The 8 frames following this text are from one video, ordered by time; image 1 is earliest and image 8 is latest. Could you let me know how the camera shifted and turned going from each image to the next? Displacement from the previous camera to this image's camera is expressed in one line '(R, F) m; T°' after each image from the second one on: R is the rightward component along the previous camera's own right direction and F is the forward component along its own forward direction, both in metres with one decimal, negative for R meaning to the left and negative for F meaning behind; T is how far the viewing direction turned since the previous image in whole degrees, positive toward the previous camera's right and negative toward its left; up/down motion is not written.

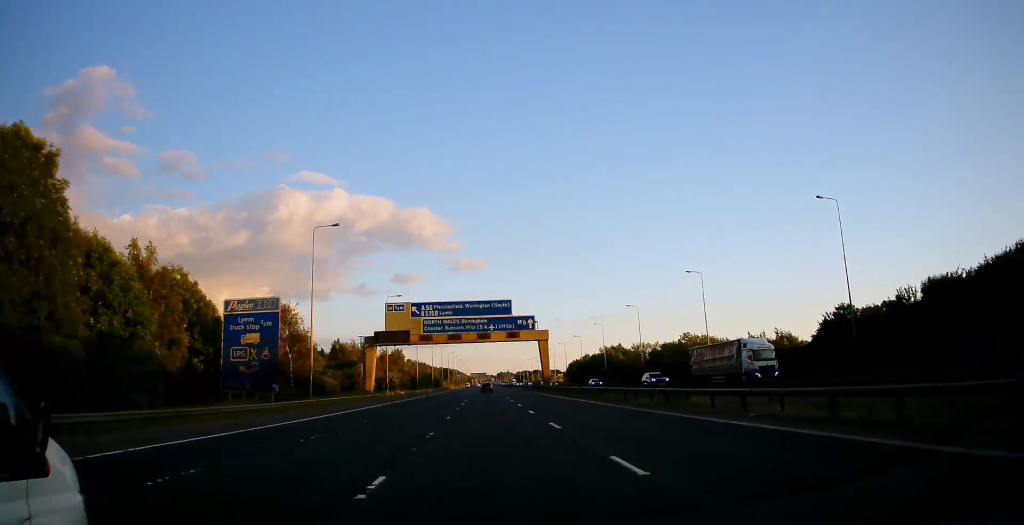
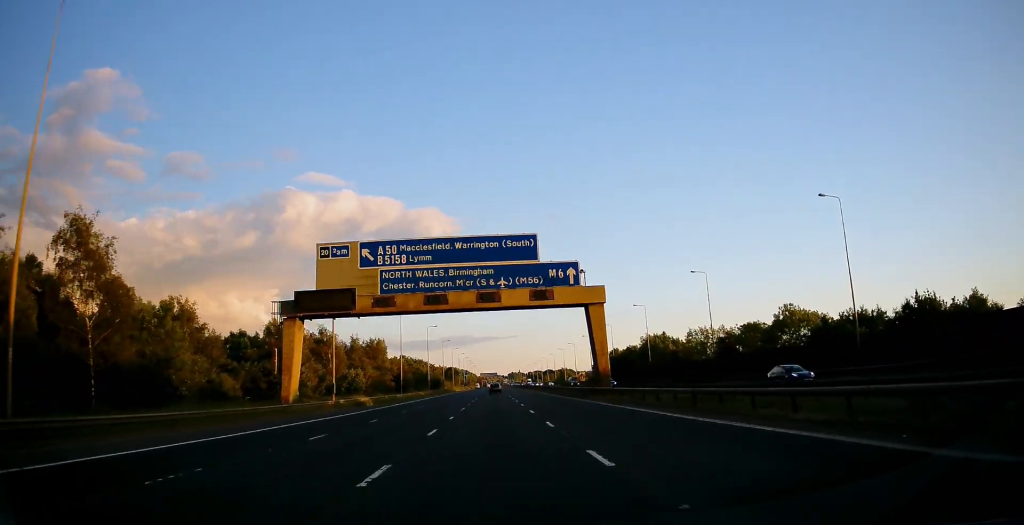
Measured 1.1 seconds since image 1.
(-0.2, +34.6) m; -1°
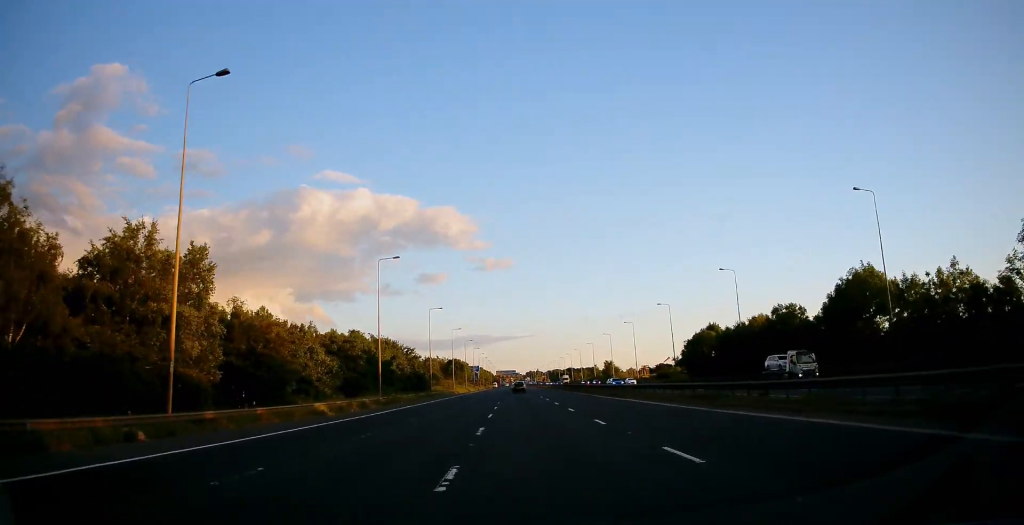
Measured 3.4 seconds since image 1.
(-1.4, +72.1) m; -2°
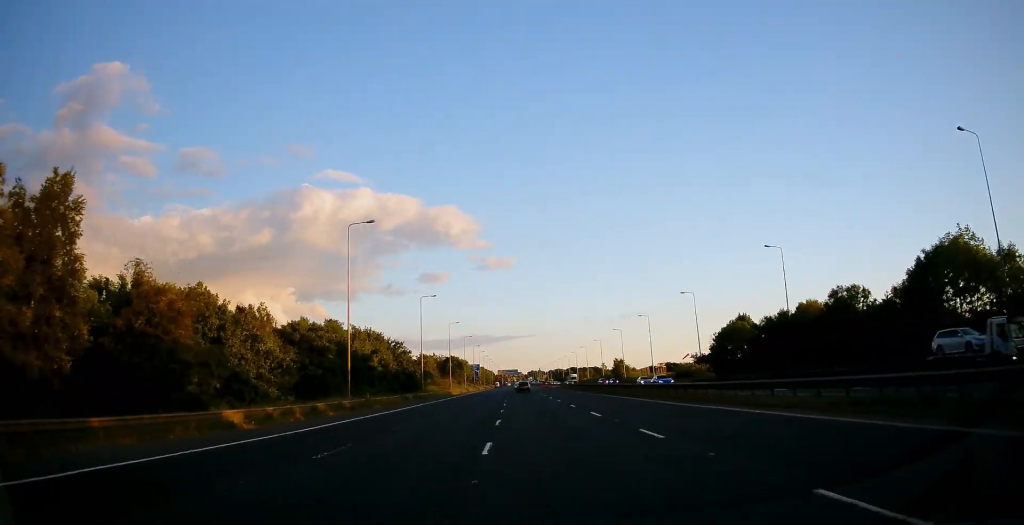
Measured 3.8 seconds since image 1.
(0.0, +13.9) m; 0°
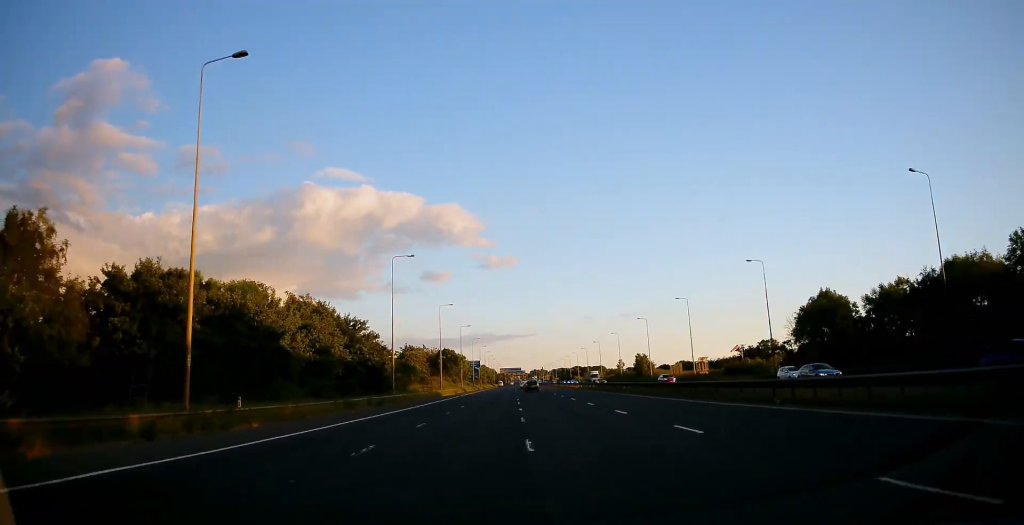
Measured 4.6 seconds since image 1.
(0.0, +26.8) m; 0°
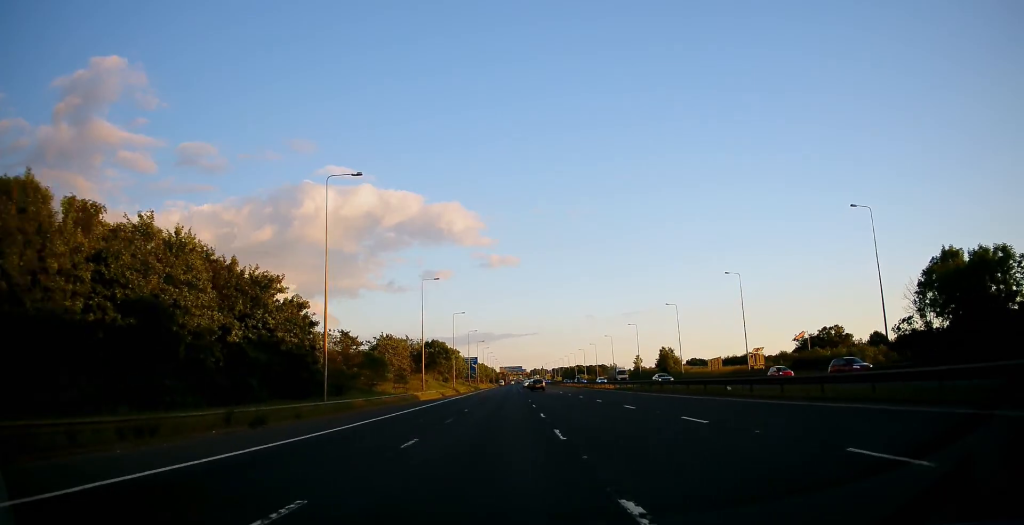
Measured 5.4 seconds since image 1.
(+0.1, +25.1) m; 0°
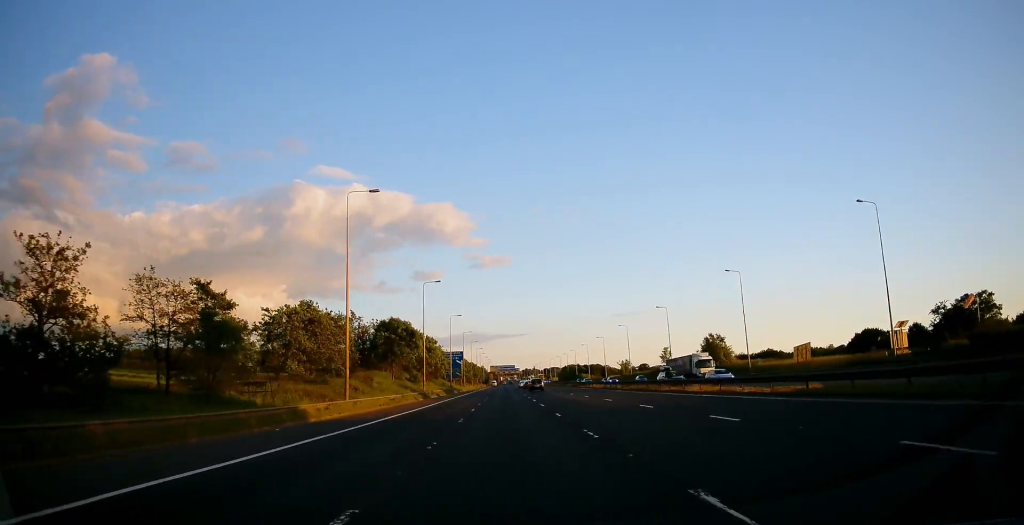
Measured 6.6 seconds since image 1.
(0.0, +36.4) m; +1°
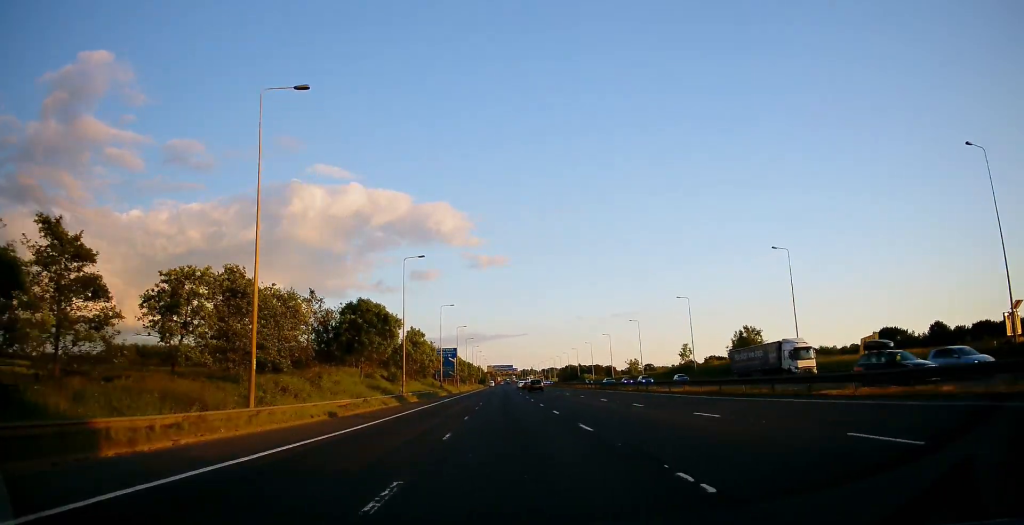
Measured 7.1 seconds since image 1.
(+0.2, +15.9) m; 0°
